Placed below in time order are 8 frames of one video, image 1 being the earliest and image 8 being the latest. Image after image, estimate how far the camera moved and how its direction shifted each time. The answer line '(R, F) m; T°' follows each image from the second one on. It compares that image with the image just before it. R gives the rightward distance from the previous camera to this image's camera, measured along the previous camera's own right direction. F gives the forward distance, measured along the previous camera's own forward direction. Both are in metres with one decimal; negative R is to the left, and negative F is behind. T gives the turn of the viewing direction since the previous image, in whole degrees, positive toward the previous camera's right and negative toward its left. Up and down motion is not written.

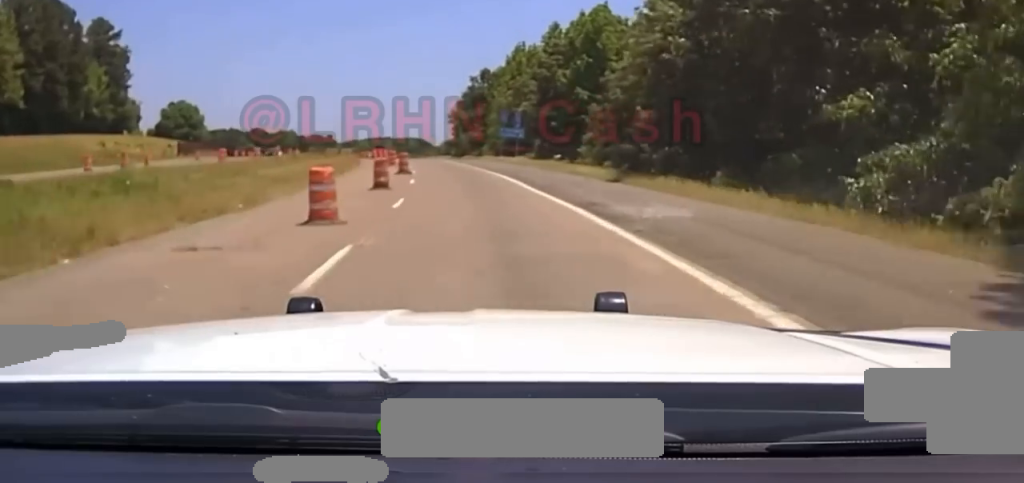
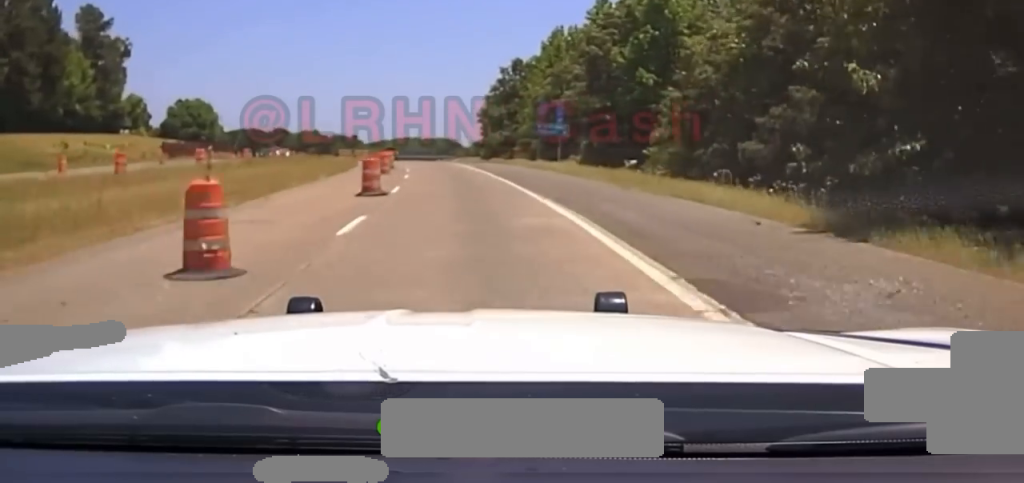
(-0.3, +18.6) m; -2°
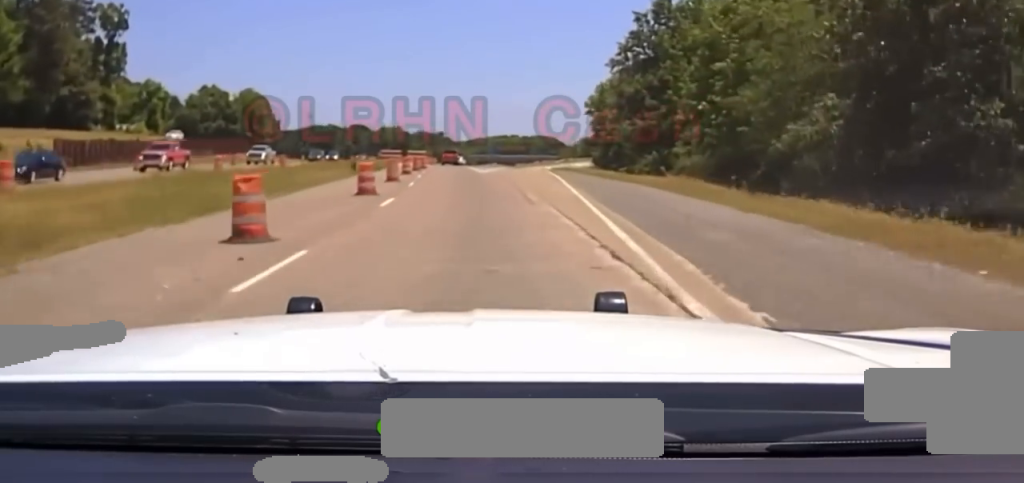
(-2.9, +55.8) m; -6°
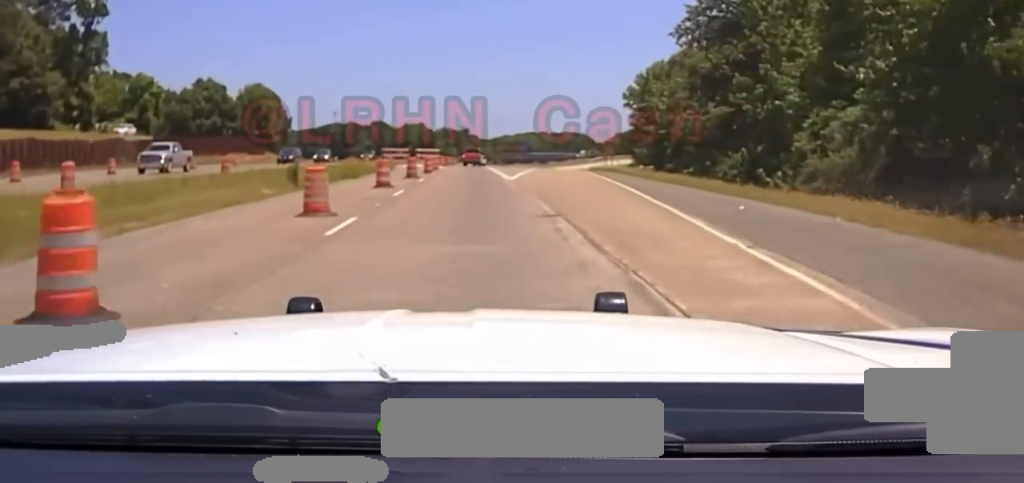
(-0.3, +22.1) m; -2°
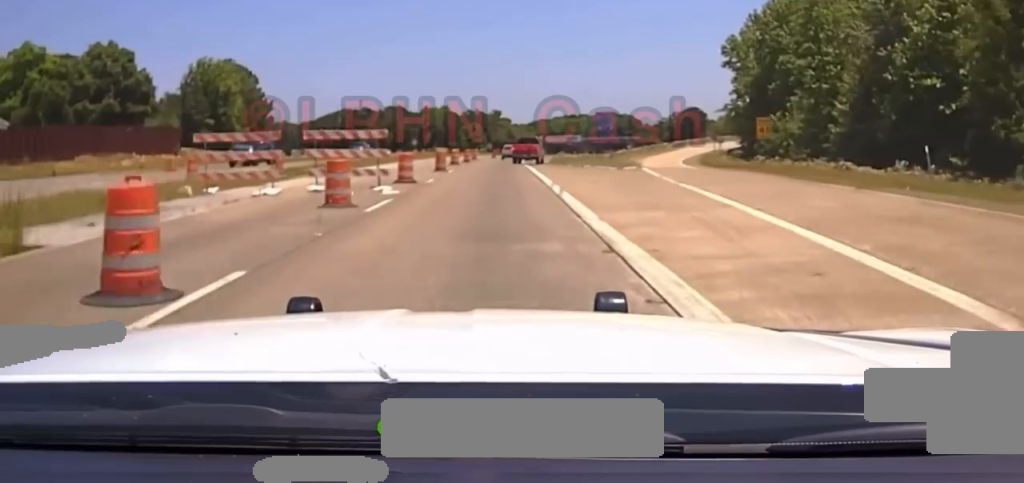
(-2.0, +55.6) m; -3°
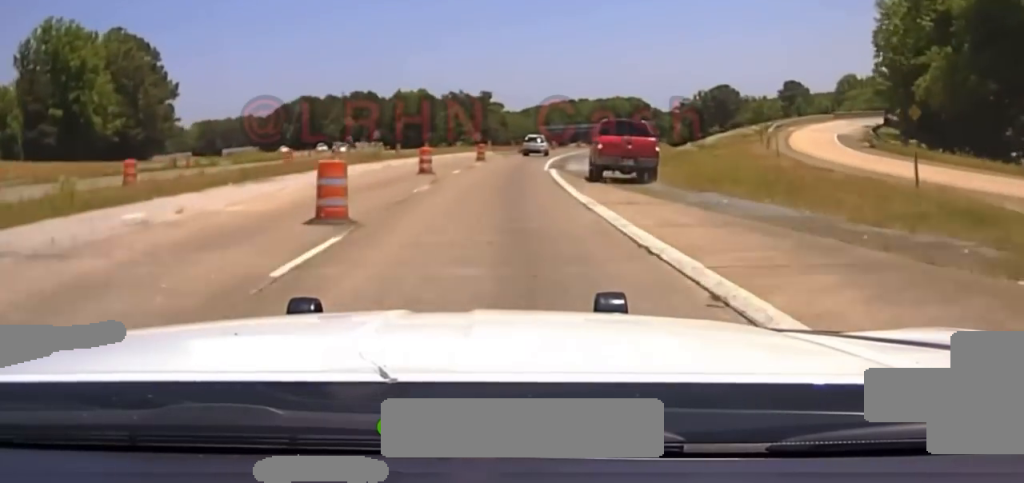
(-0.3, +52.1) m; 0°
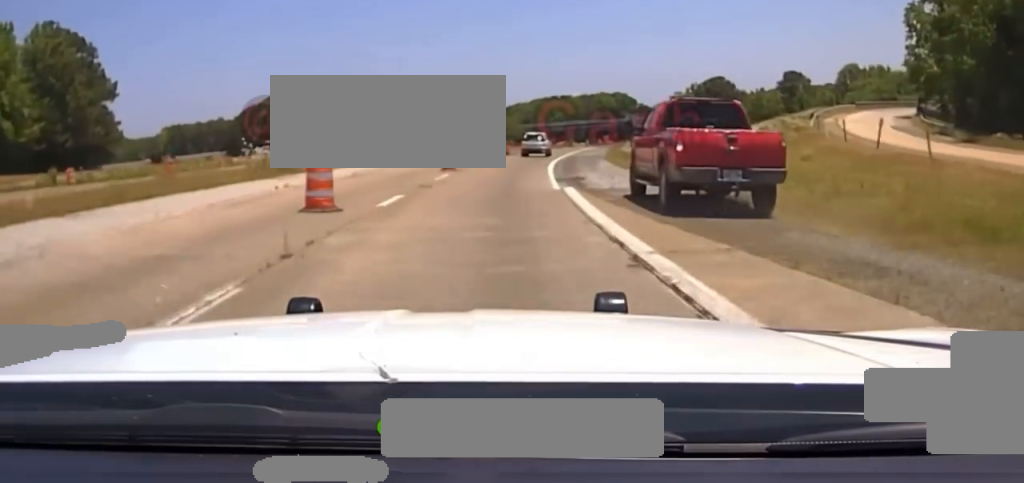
(0.0, +17.2) m; 0°
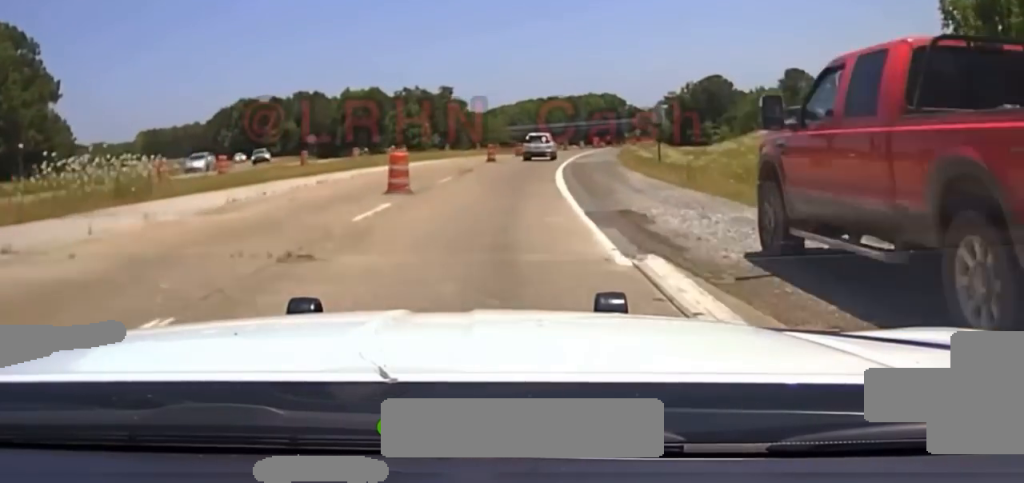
(+0.1, +15.1) m; +1°
